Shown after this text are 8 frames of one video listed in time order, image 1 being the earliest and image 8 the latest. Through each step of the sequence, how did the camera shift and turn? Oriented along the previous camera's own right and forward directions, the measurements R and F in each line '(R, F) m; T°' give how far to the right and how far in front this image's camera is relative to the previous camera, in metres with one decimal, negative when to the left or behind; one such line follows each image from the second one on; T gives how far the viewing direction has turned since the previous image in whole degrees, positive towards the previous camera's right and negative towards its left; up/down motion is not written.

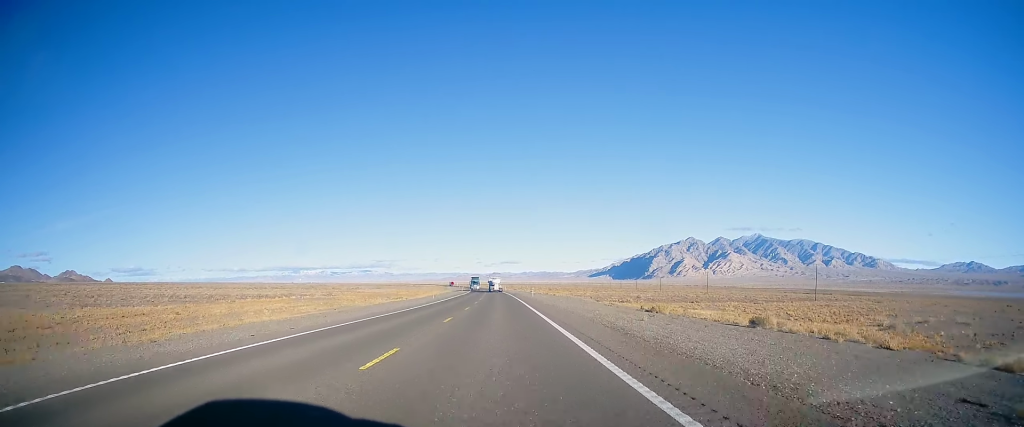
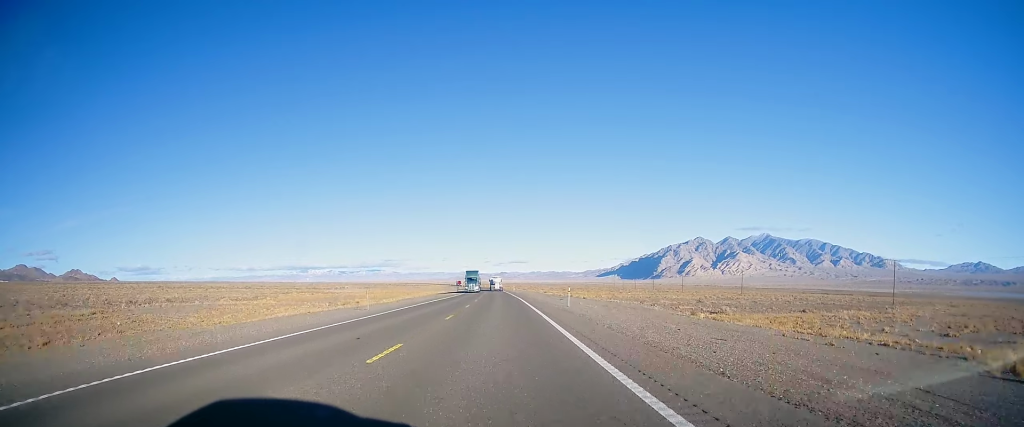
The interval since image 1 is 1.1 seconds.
(-0.4, +35.9) m; -1°
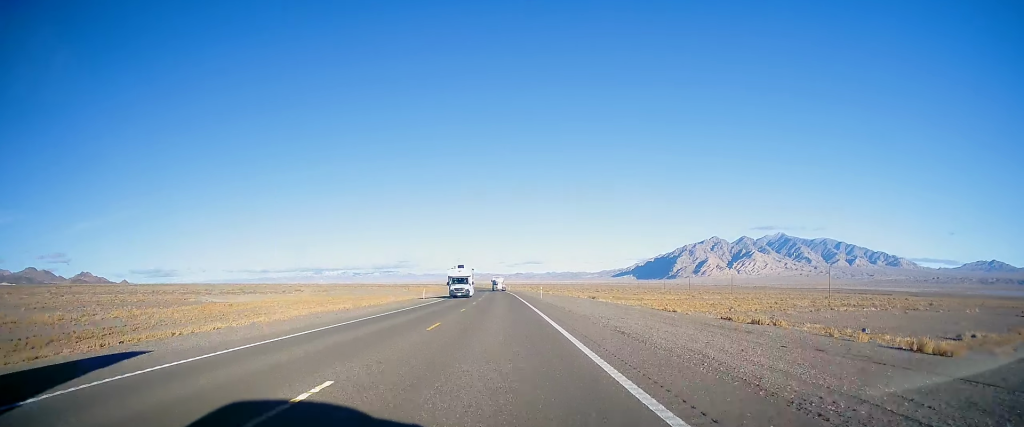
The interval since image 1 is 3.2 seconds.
(-0.9, +65.7) m; -2°
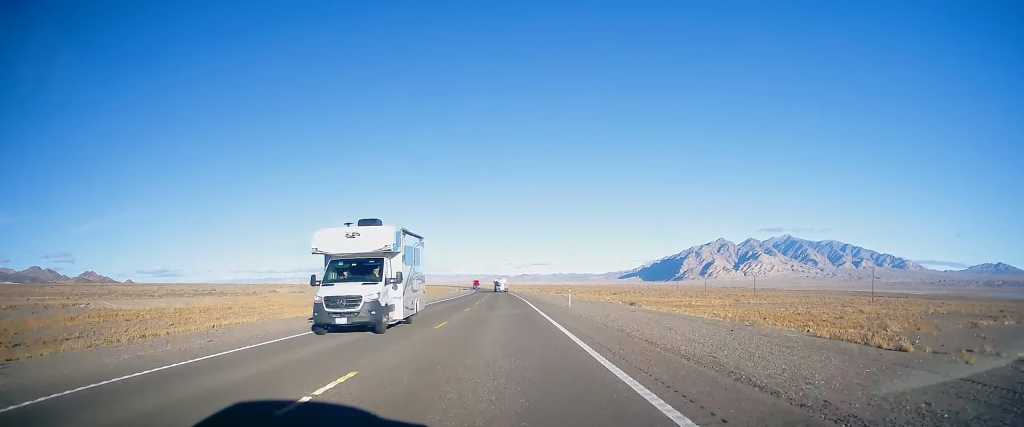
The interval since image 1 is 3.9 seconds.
(-0.1, +23.2) m; 0°
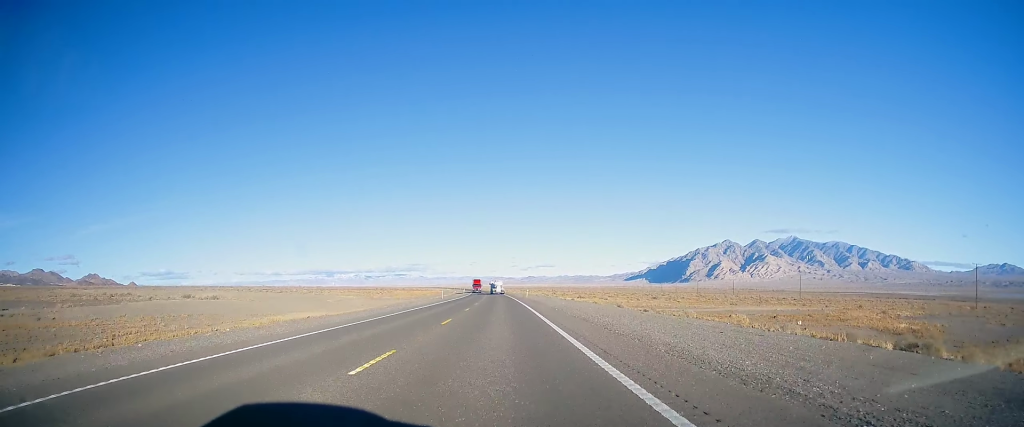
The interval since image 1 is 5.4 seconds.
(+0.1, +45.3) m; -1°
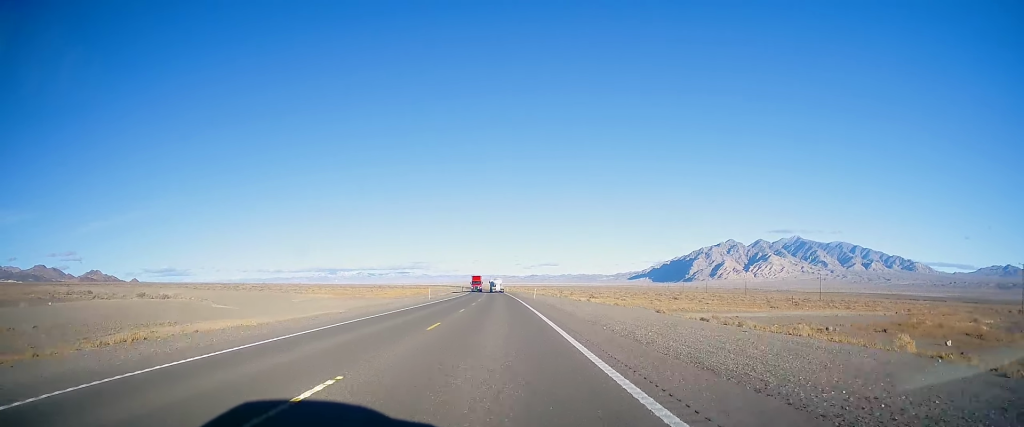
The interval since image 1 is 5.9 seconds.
(-0.1, +15.9) m; -1°
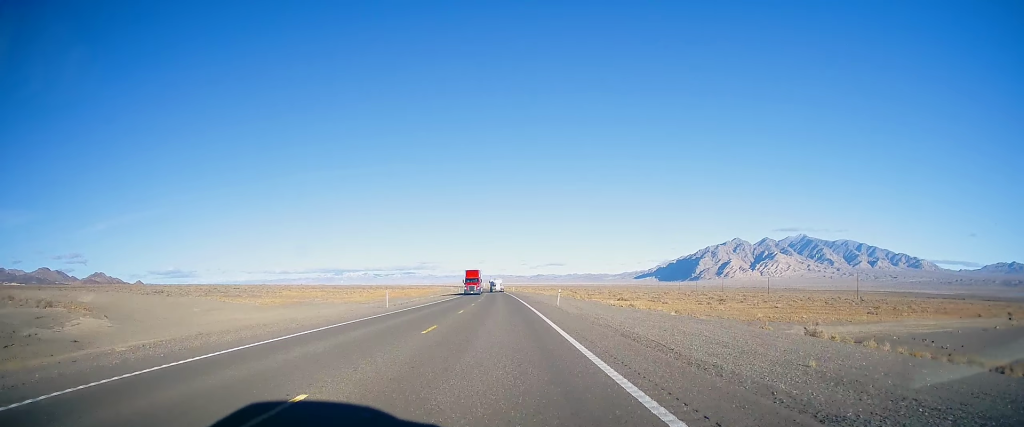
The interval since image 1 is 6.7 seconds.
(-0.2, +25.6) m; -1°
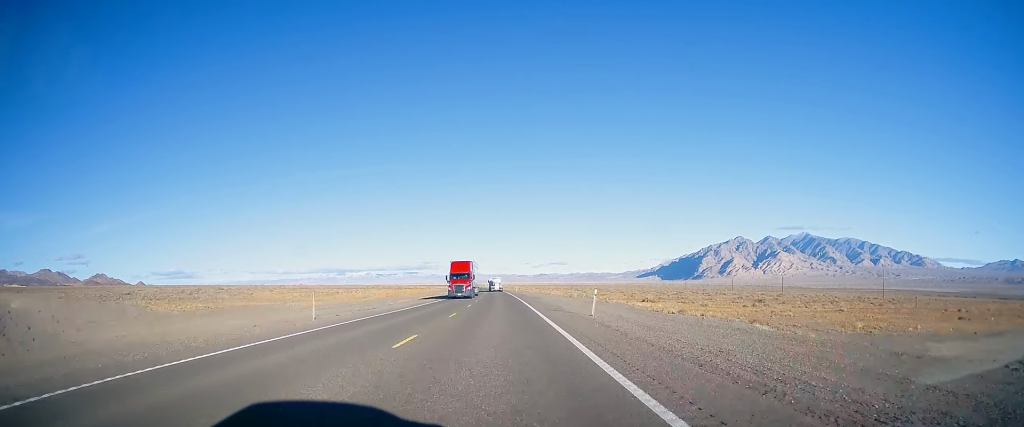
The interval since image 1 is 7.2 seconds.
(-0.2, +16.2) m; 0°
